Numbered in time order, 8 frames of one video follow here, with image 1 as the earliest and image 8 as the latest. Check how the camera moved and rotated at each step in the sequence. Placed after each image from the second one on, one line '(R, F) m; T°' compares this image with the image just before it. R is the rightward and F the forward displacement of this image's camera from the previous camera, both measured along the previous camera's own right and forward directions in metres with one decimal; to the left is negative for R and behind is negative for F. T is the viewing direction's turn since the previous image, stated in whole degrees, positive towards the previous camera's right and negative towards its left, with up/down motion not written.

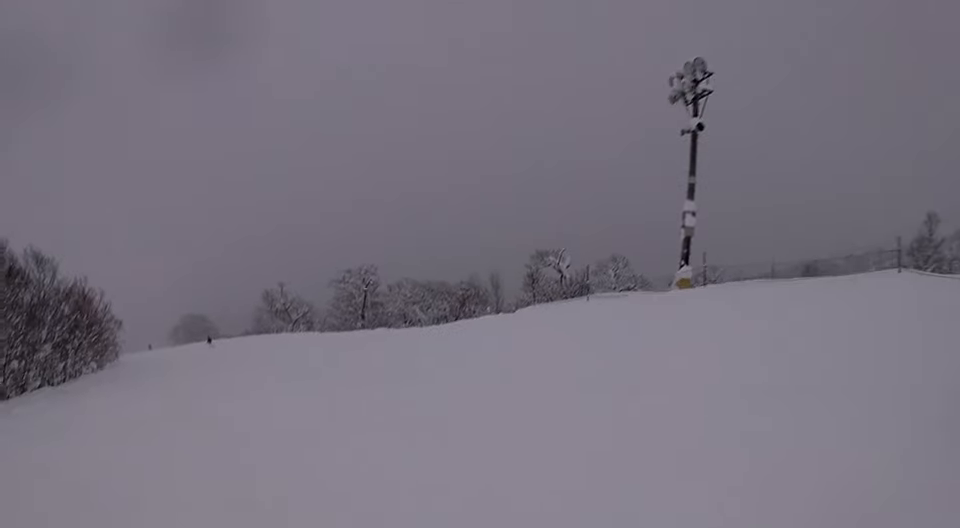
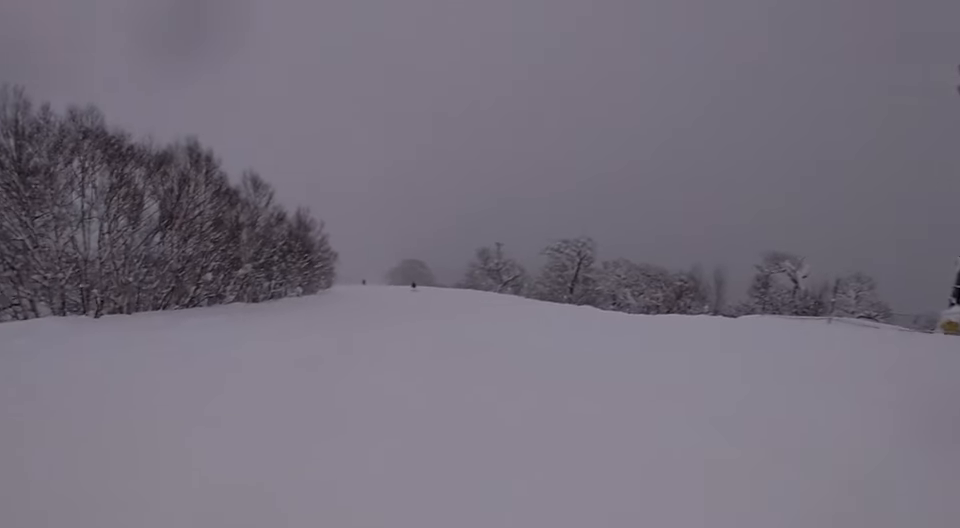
(-0.1, +2.5) m; -9°
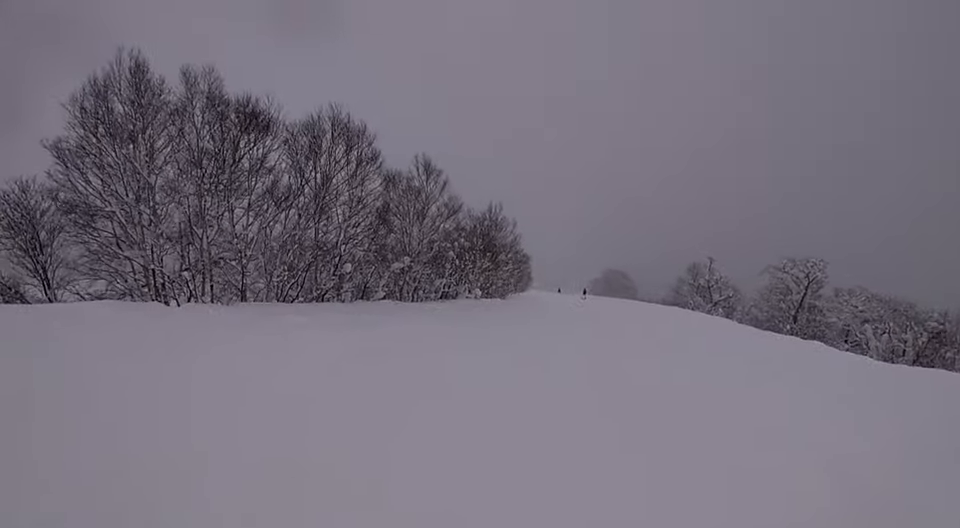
(-1.2, +6.2) m; -15°
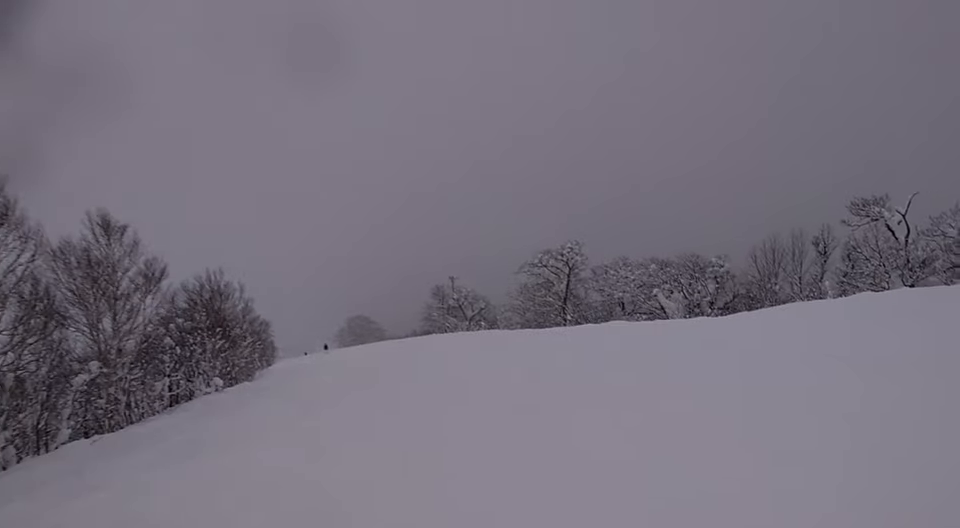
(+0.6, +6.9) m; +17°
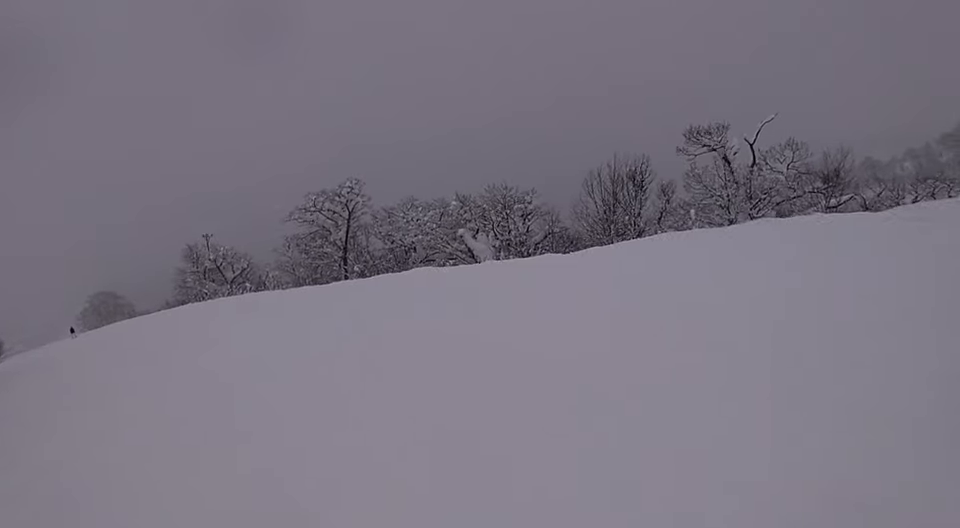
(+1.2, +6.0) m; +6°
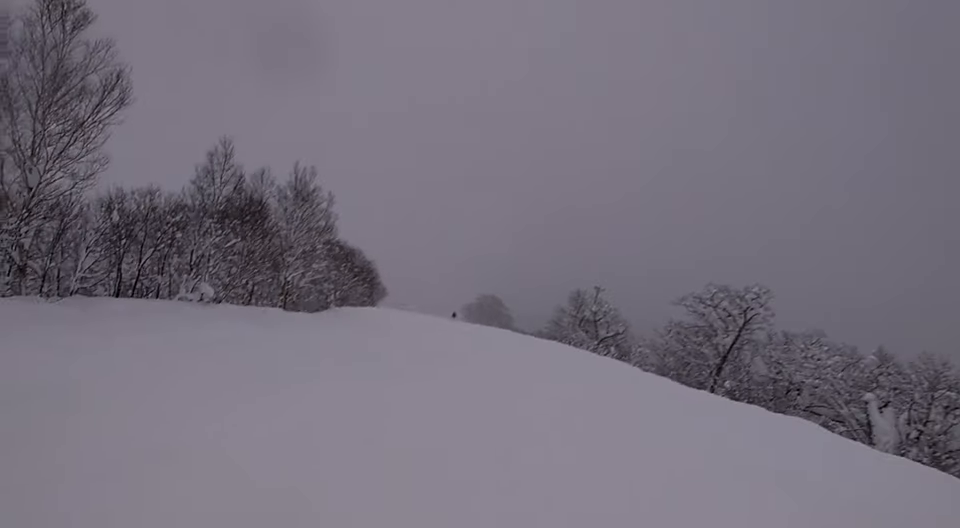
(-0.2, +4.5) m; -12°
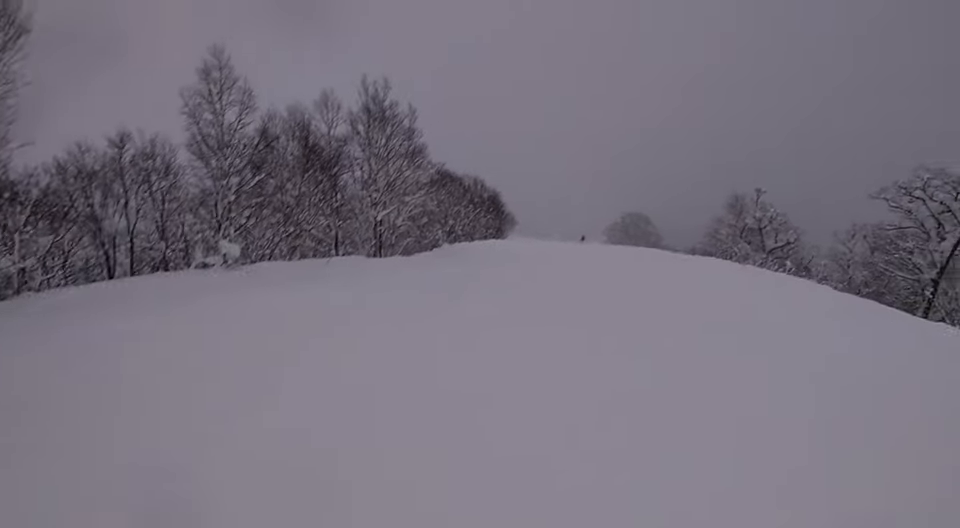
(-1.5, +7.4) m; -10°
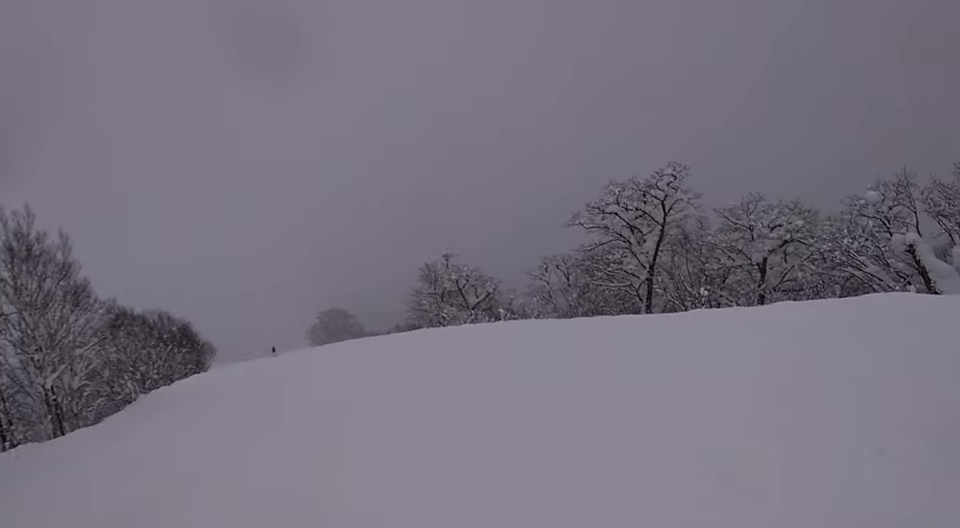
(+0.1, +4.1) m; +8°
